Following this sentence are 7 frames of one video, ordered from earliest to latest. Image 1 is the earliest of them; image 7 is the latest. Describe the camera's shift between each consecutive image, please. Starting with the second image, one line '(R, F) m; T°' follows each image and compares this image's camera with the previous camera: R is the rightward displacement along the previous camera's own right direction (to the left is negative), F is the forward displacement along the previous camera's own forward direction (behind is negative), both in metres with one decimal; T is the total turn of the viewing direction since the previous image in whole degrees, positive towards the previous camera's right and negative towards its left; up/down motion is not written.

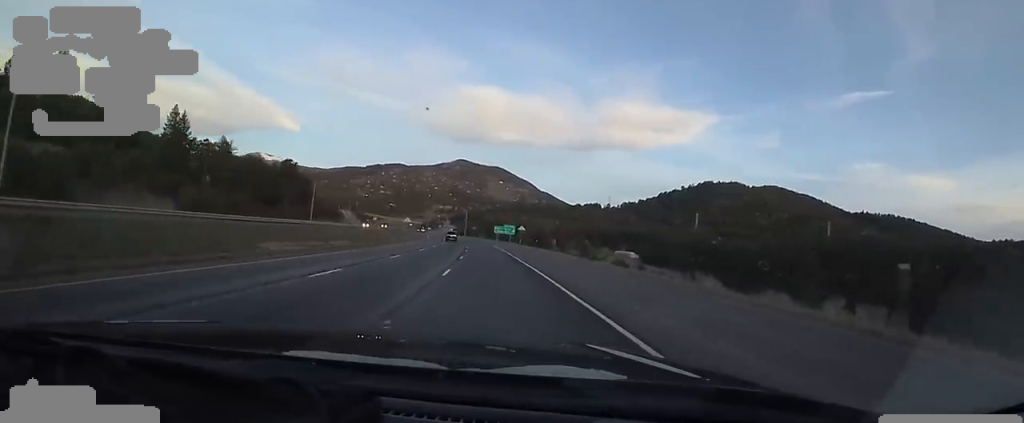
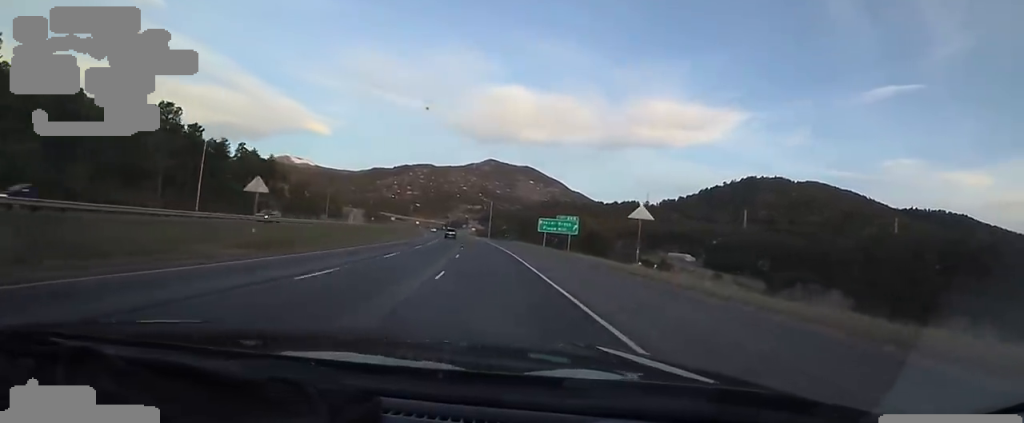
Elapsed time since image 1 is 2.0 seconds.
(+0.1, +60.9) m; -3°
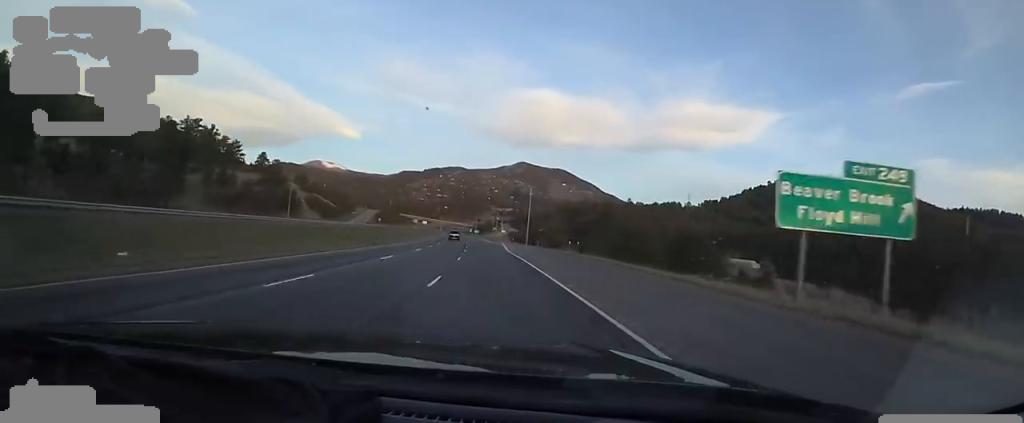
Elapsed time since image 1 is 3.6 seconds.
(-4.3, +51.7) m; -6°
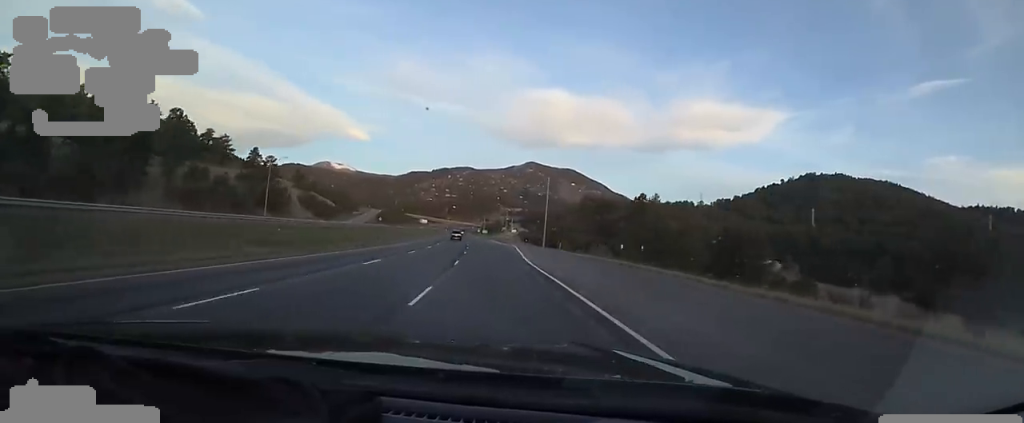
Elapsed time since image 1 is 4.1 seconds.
(-0.5, +15.8) m; 0°
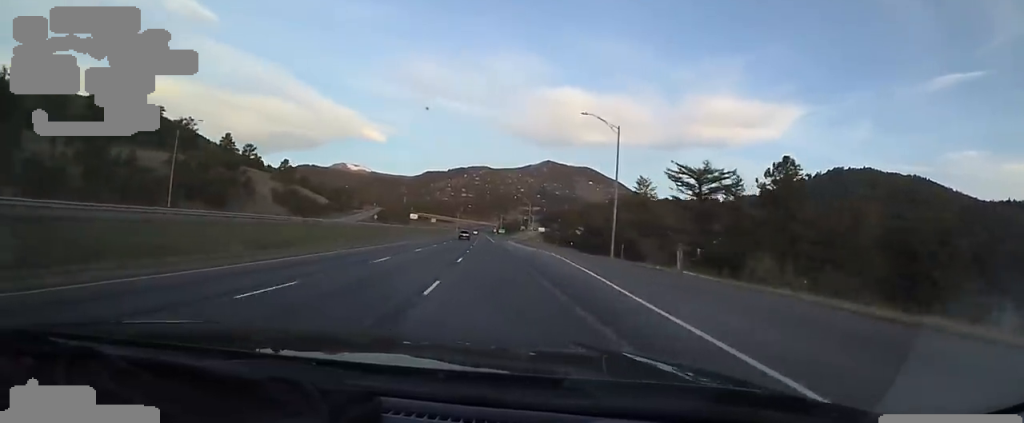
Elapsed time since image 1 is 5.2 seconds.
(+1.0, +34.2) m; -1°
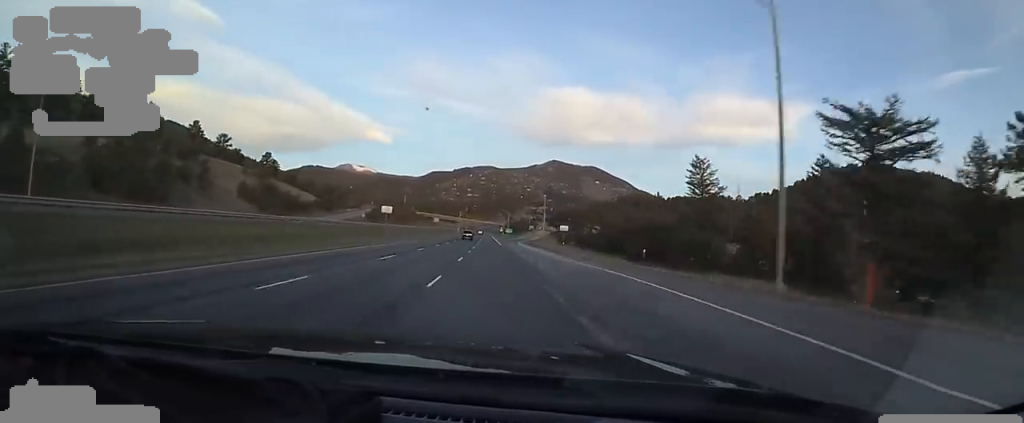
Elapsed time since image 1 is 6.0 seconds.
(-0.8, +22.5) m; -2°
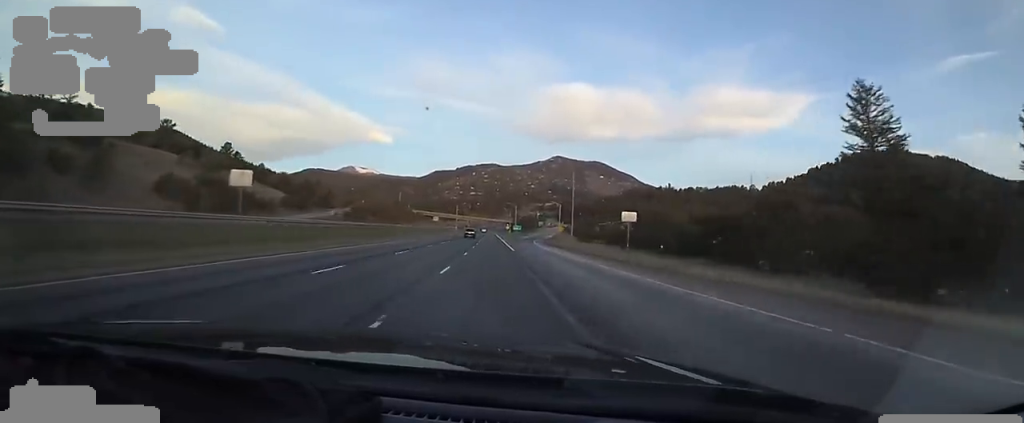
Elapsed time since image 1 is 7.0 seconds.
(-0.5, +31.7) m; -2°
